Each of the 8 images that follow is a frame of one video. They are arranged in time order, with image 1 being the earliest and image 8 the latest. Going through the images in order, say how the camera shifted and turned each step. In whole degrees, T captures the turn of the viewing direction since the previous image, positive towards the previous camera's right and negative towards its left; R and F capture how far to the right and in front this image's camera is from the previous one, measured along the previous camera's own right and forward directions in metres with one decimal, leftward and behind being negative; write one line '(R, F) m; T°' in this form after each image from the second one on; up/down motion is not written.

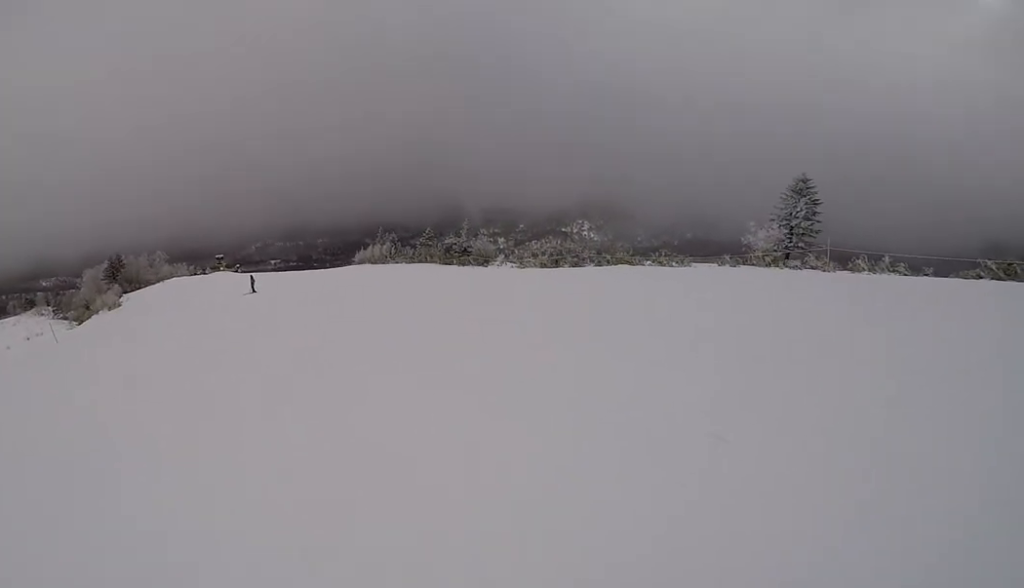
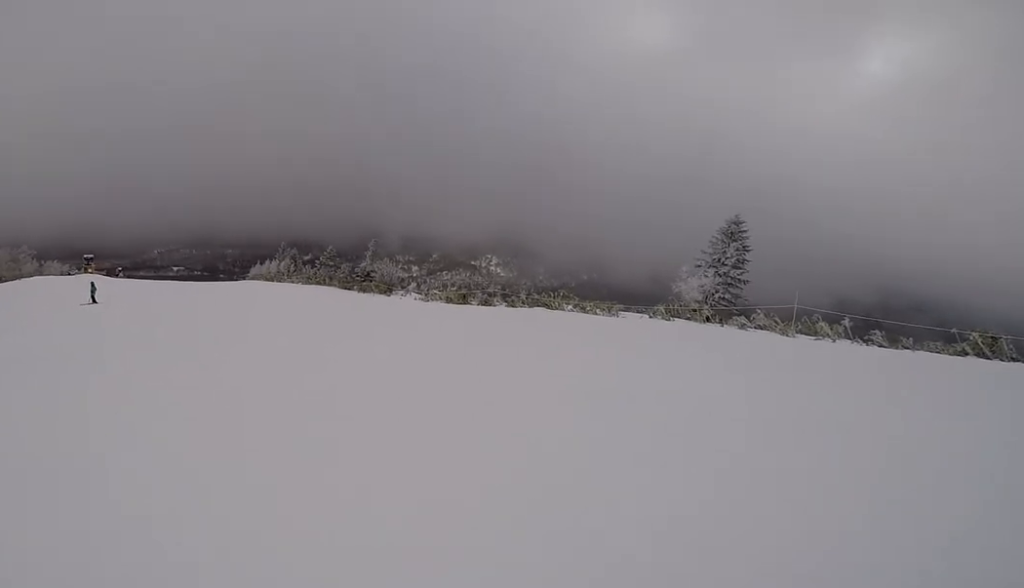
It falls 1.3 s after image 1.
(+0.2, +6.7) m; 0°
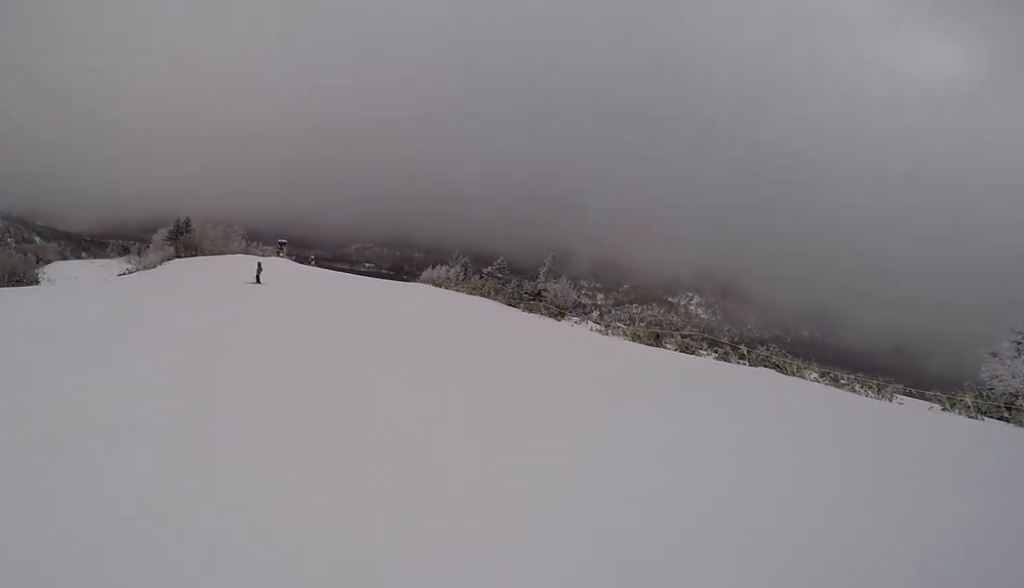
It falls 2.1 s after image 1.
(-0.1, +4.3) m; -11°
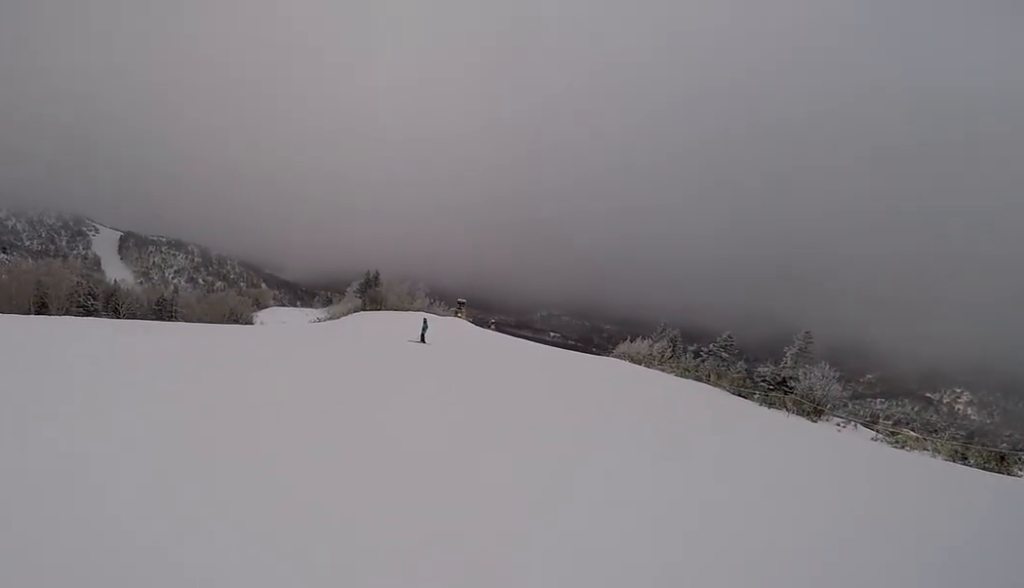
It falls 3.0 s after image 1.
(-0.7, +4.6) m; -19°
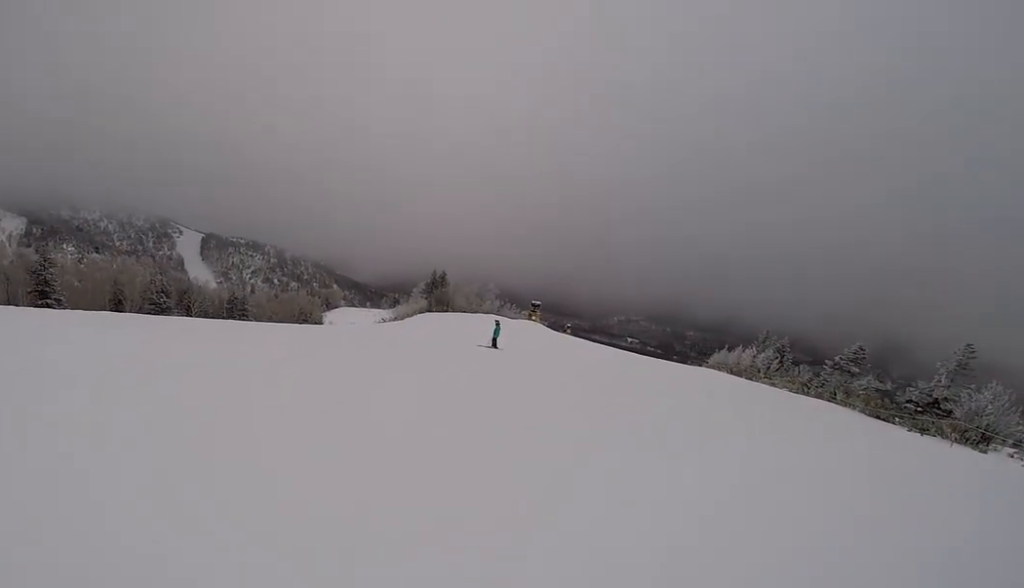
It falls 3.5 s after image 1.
(-0.2, +2.9) m; -11°
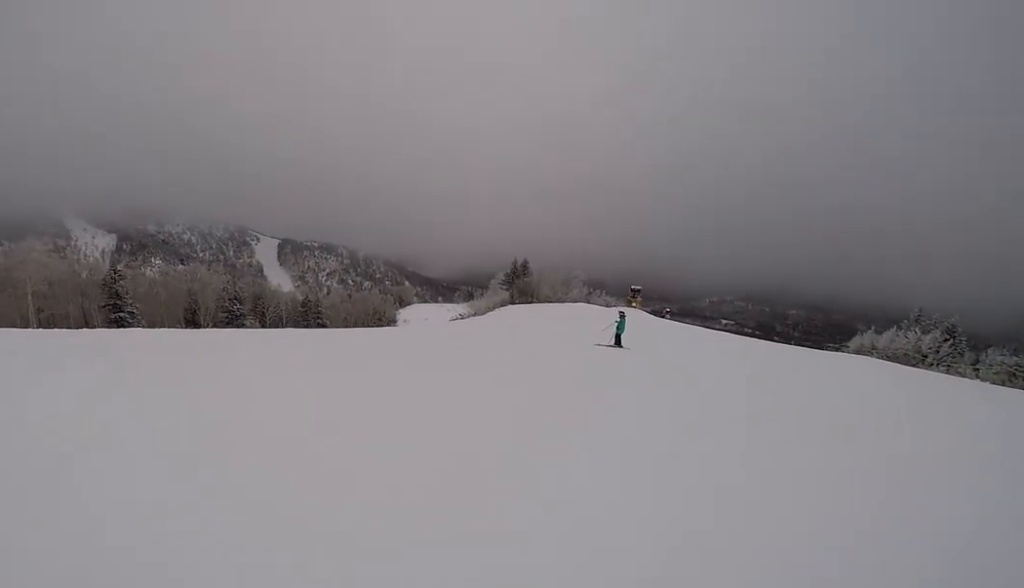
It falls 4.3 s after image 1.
(-0.7, +4.5) m; -7°
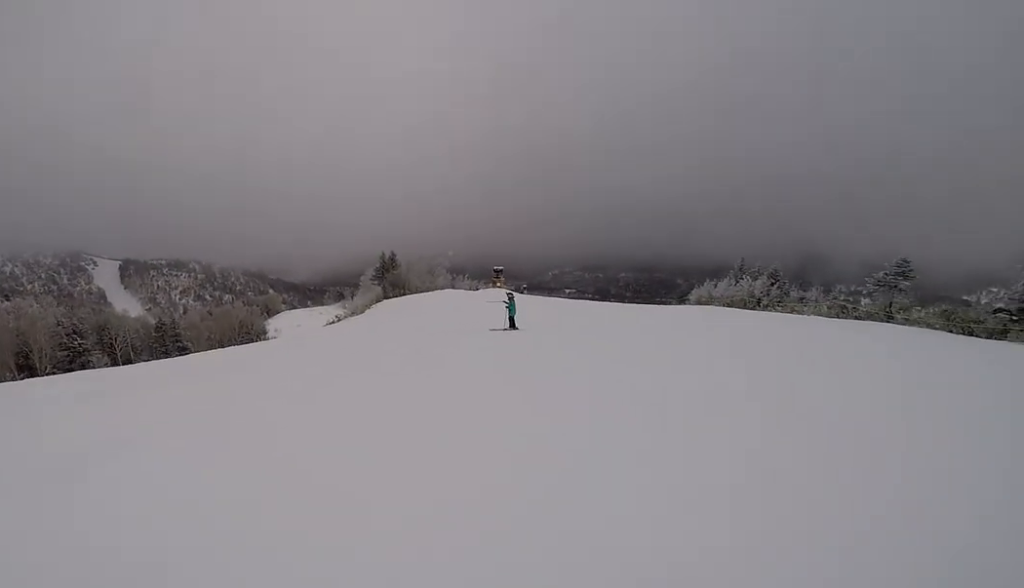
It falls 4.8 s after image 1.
(0.0, +2.4) m; +7°
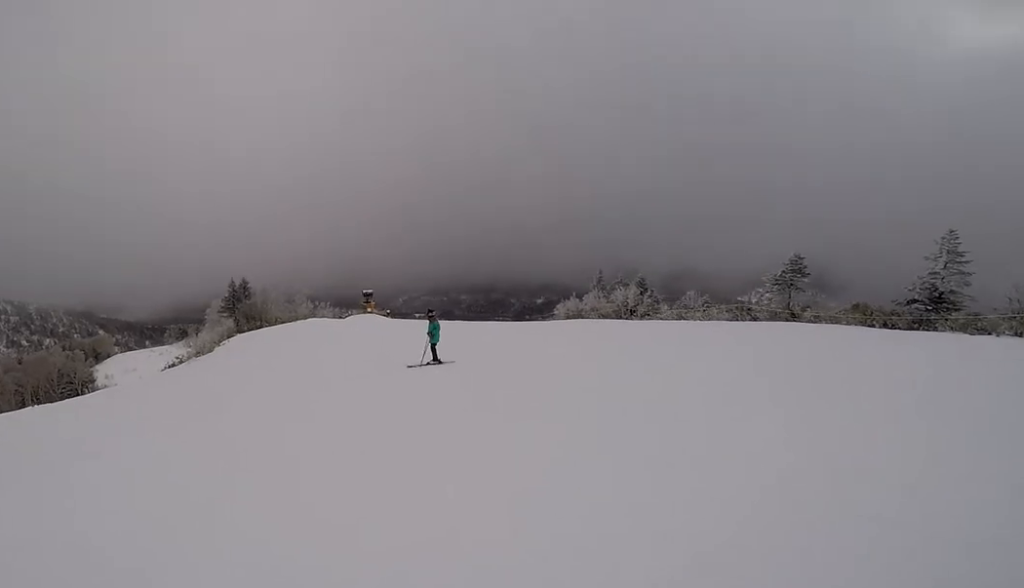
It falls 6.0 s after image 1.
(+1.3, +5.8) m; +30°
